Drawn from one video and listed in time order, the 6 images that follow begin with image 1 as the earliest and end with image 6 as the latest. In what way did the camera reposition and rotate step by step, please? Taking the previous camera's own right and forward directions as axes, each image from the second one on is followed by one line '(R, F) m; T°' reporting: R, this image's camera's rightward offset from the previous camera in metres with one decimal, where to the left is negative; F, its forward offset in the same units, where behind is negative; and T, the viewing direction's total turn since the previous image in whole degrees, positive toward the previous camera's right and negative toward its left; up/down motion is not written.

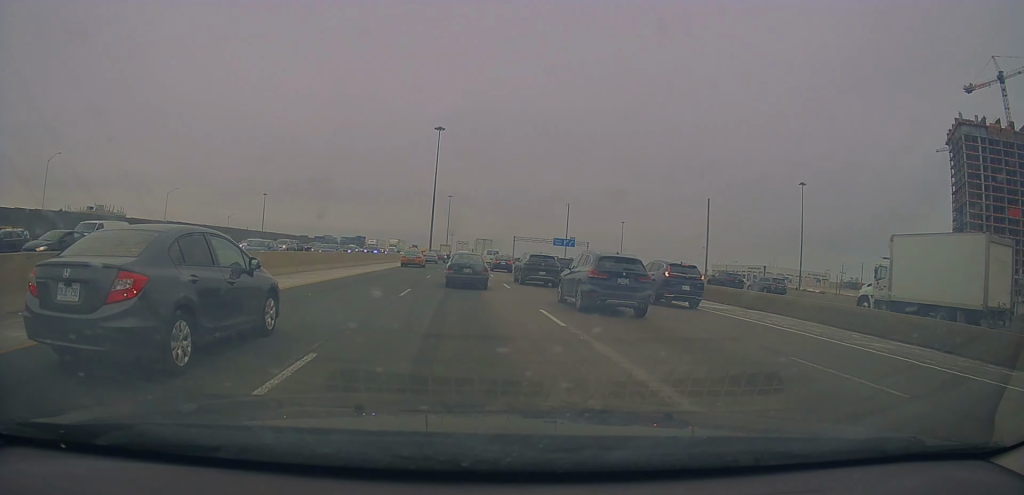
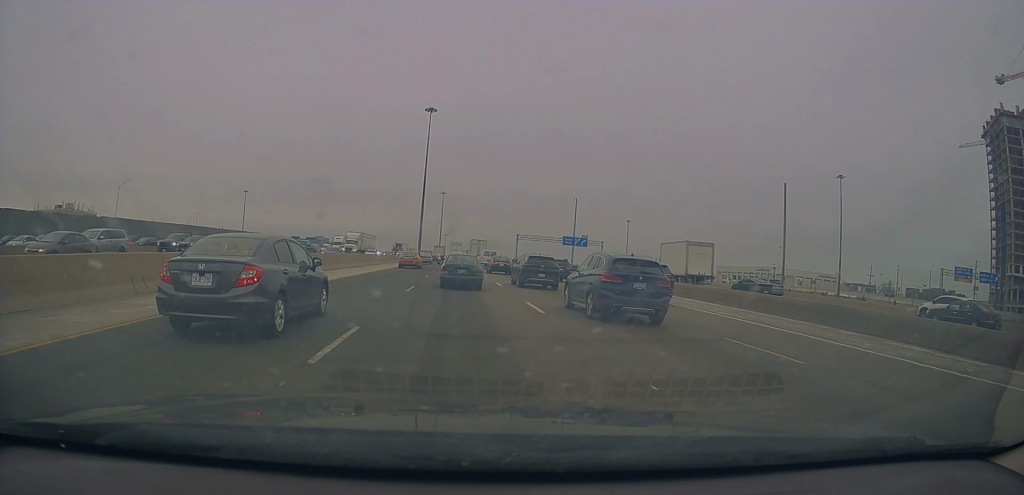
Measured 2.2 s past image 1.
(-1.1, +22.1) m; -2°
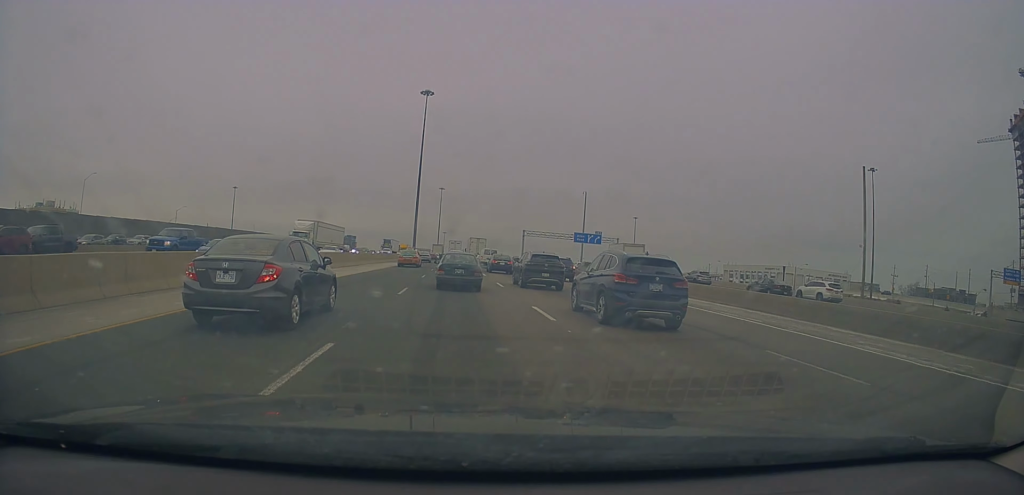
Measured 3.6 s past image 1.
(+0.6, +13.5) m; +1°
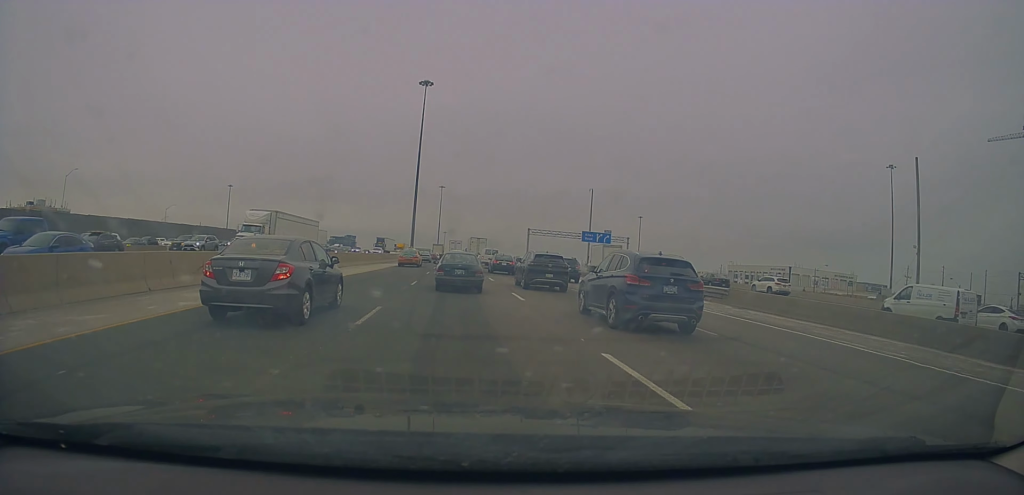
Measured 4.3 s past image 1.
(-0.4, +7.2) m; 0°
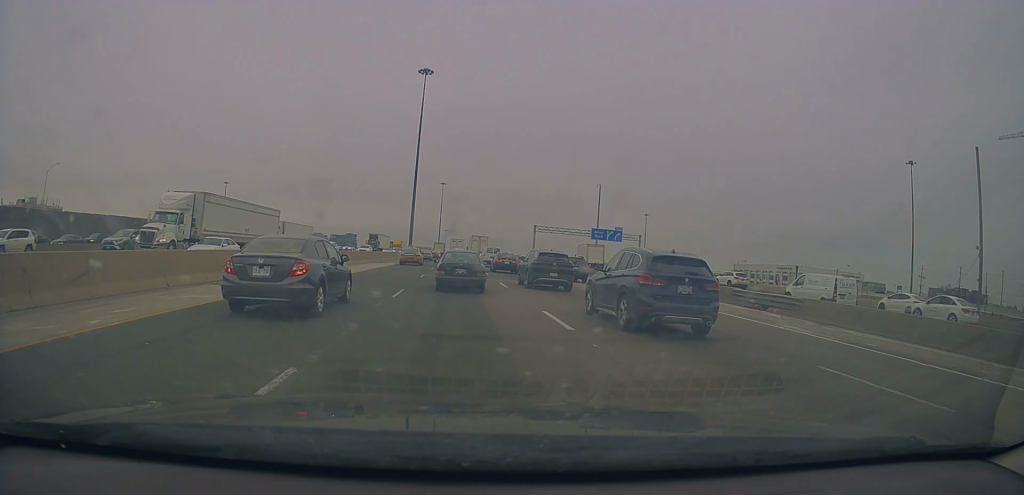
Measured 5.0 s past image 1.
(+0.3, +7.5) m; +2°
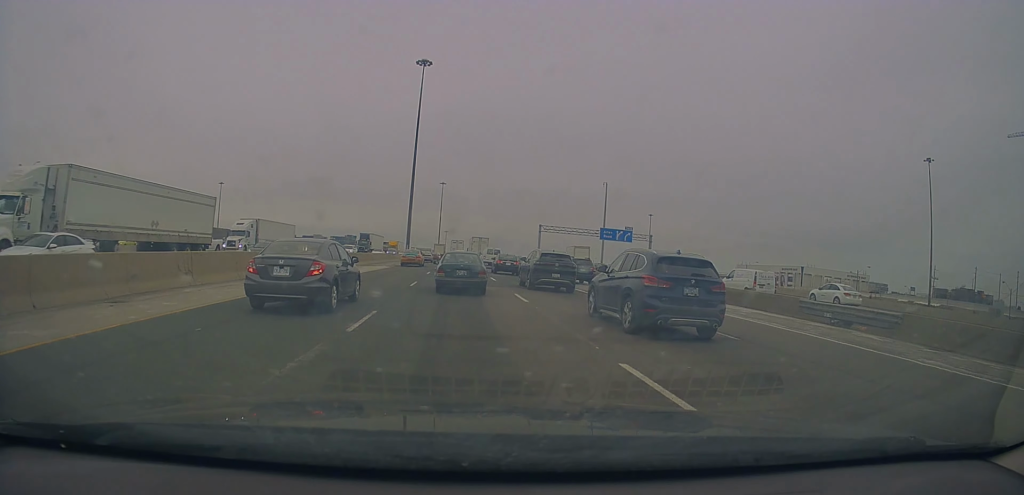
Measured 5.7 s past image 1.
(+0.1, +6.8) m; 0°
